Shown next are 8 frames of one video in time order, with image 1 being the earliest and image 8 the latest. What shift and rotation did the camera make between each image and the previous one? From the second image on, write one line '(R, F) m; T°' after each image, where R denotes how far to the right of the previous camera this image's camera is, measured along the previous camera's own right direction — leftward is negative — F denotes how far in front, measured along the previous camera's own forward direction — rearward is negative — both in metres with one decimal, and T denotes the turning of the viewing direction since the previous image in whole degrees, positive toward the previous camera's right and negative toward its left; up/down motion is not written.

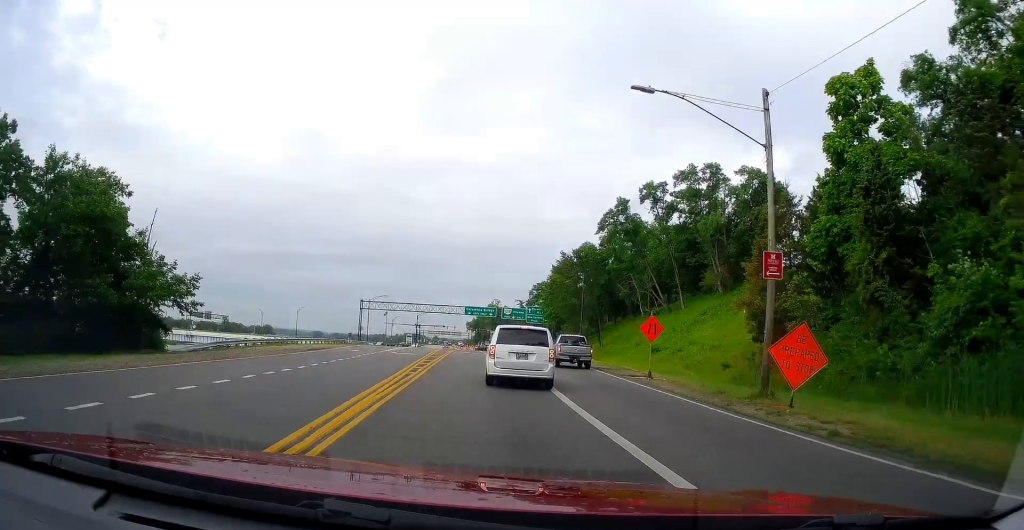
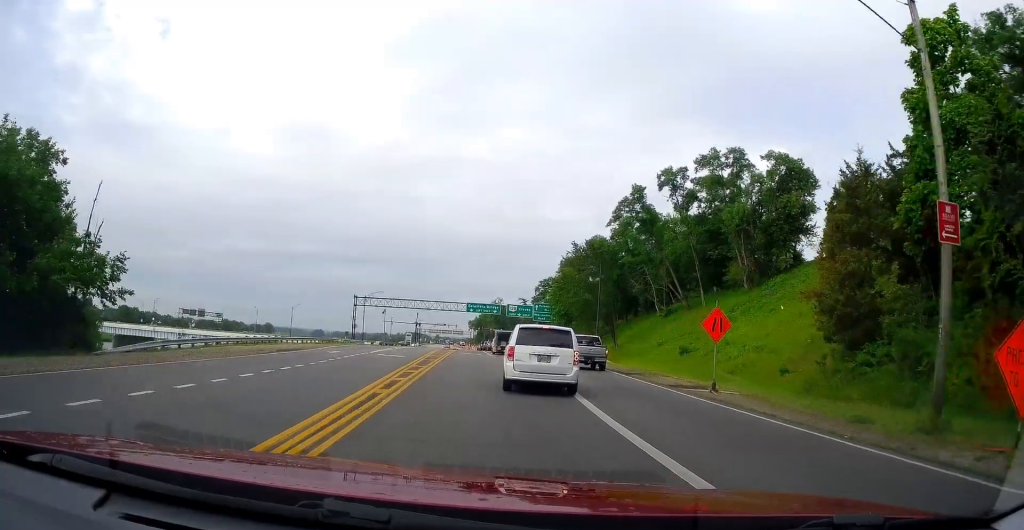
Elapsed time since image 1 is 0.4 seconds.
(-0.4, +6.9) m; 0°
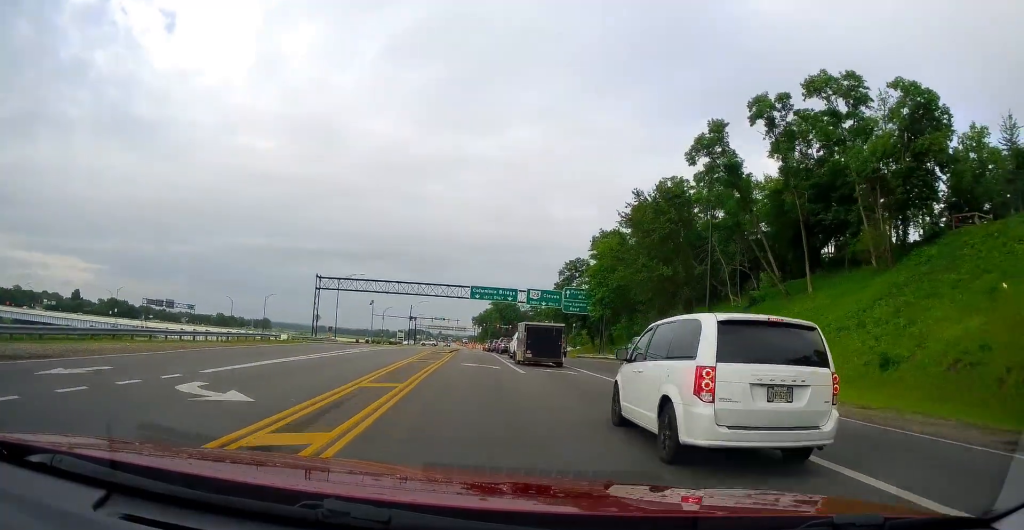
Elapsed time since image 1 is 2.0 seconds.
(+0.5, +24.8) m; +2°
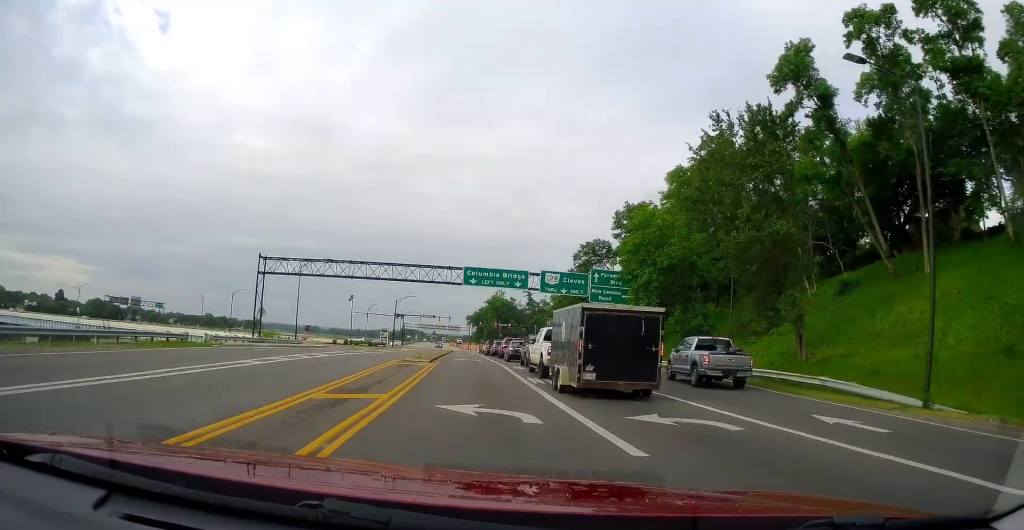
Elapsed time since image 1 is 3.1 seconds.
(-0.2, +16.9) m; 0°
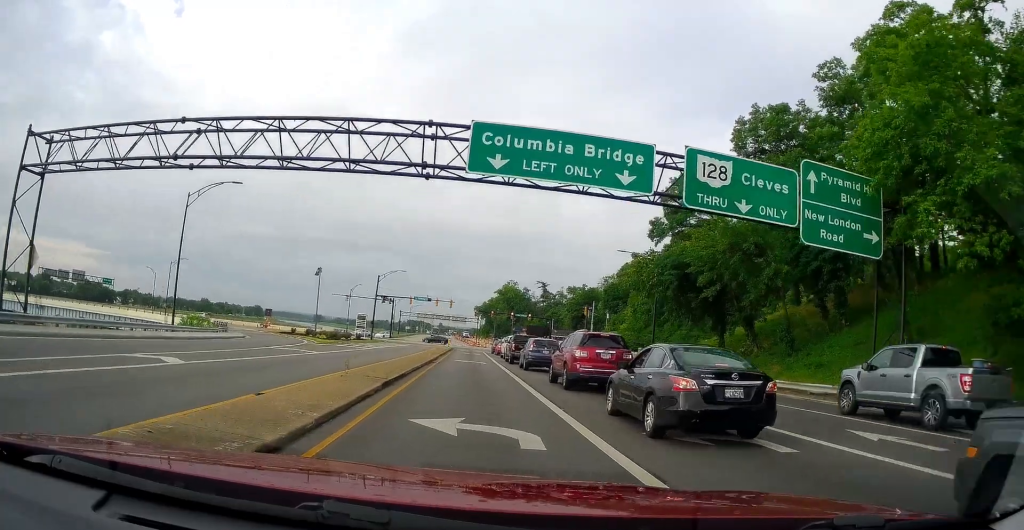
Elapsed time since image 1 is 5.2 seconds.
(-0.5, +29.9) m; -1°
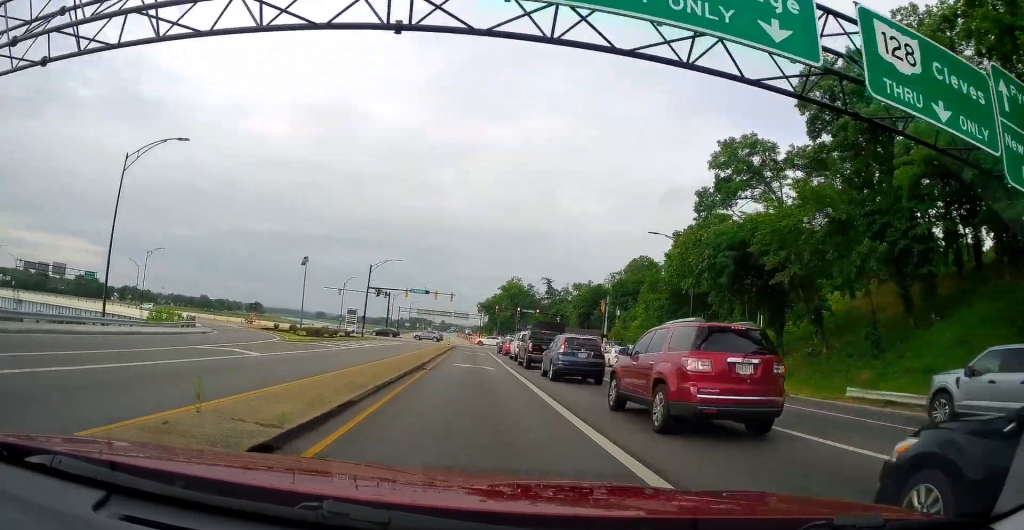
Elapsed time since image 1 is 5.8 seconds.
(+0.5, +8.4) m; 0°
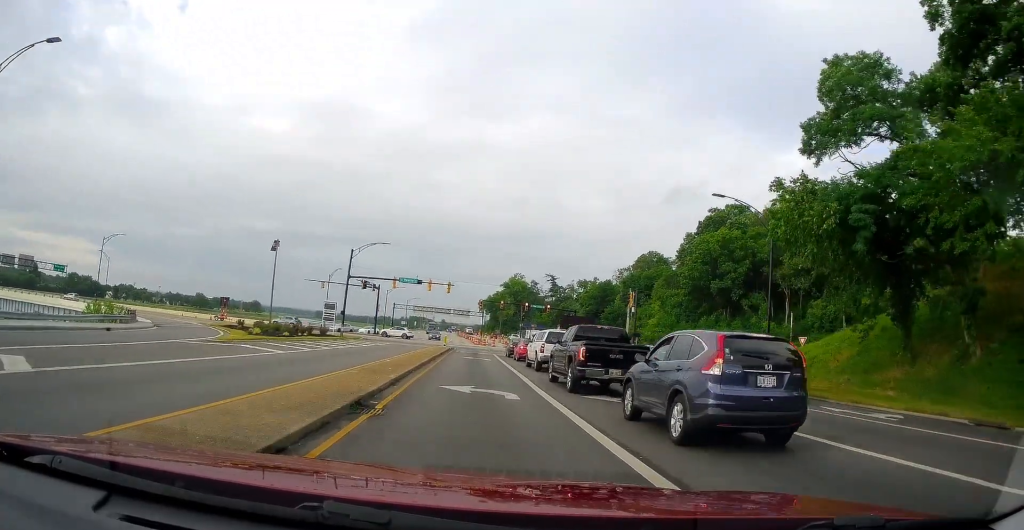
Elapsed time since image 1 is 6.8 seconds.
(-0.7, +11.8) m; -1°
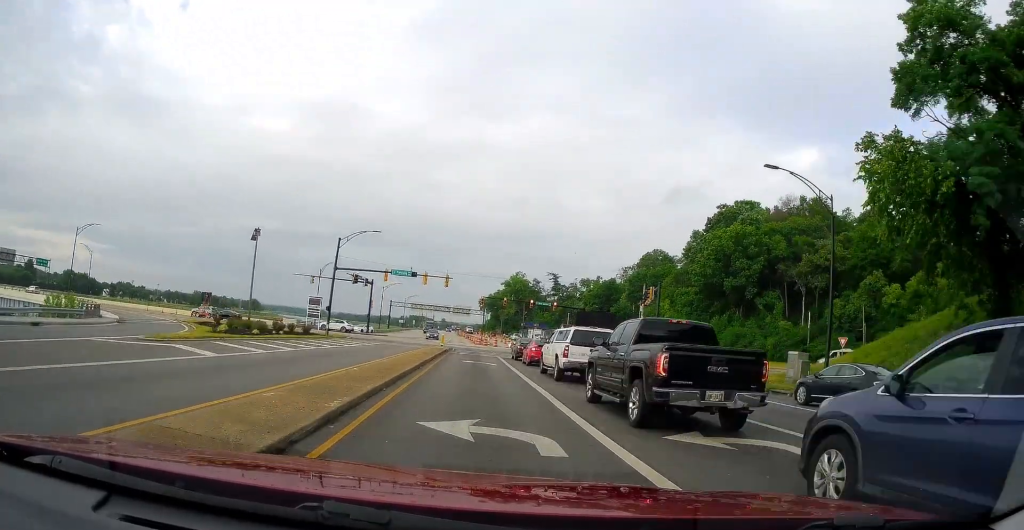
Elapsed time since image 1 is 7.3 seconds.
(+0.2, +5.7) m; +2°
